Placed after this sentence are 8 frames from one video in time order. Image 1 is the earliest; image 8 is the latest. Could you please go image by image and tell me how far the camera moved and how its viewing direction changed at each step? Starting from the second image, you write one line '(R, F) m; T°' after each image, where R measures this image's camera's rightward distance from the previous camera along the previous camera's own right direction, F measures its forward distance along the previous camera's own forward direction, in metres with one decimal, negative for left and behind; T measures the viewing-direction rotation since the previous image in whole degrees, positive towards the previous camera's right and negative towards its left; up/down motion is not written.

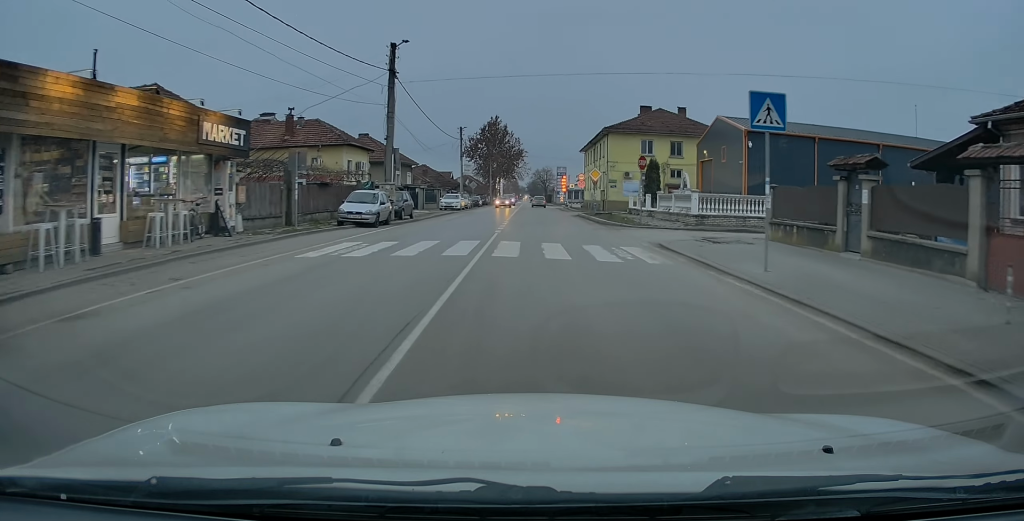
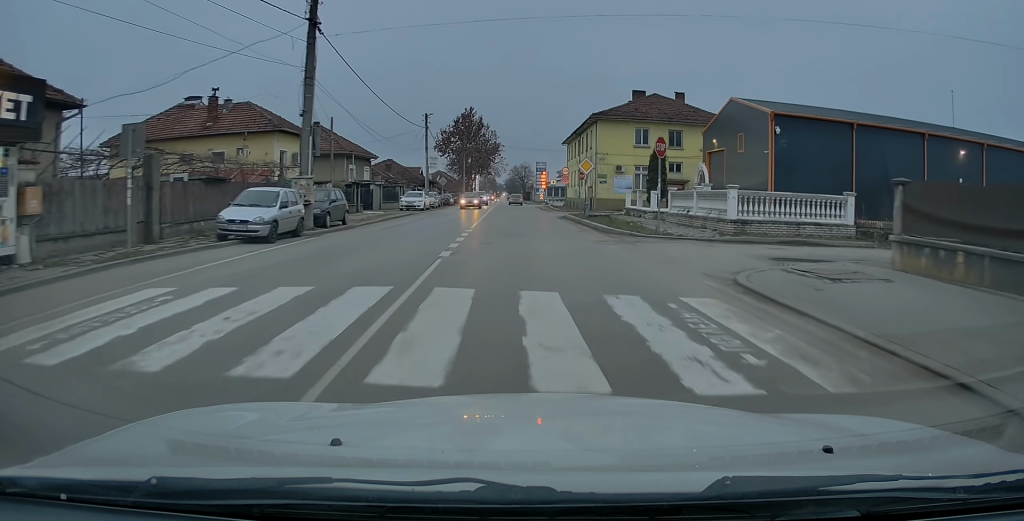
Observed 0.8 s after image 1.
(+0.2, +8.6) m; +1°
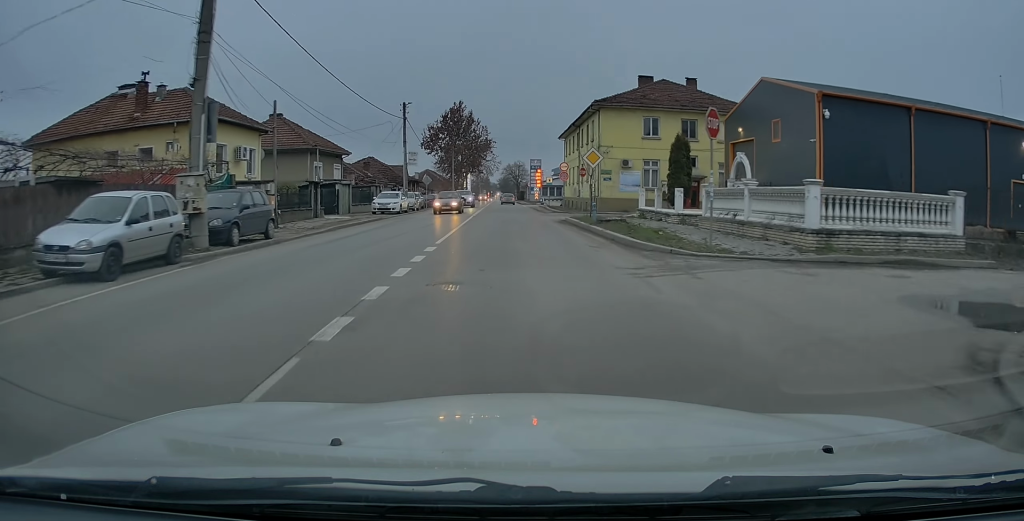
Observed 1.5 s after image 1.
(0.0, +6.8) m; 0°
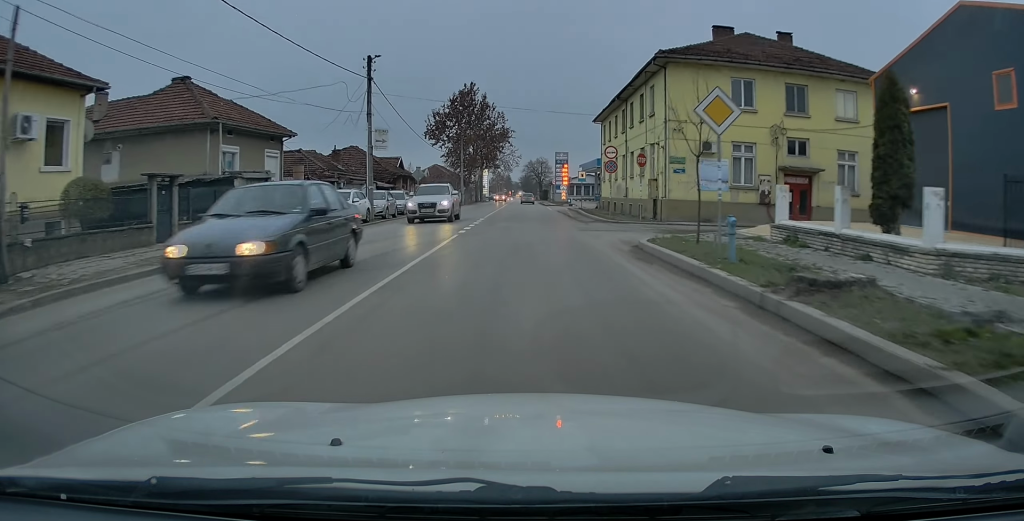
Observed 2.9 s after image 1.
(0.0, +16.2) m; 0°
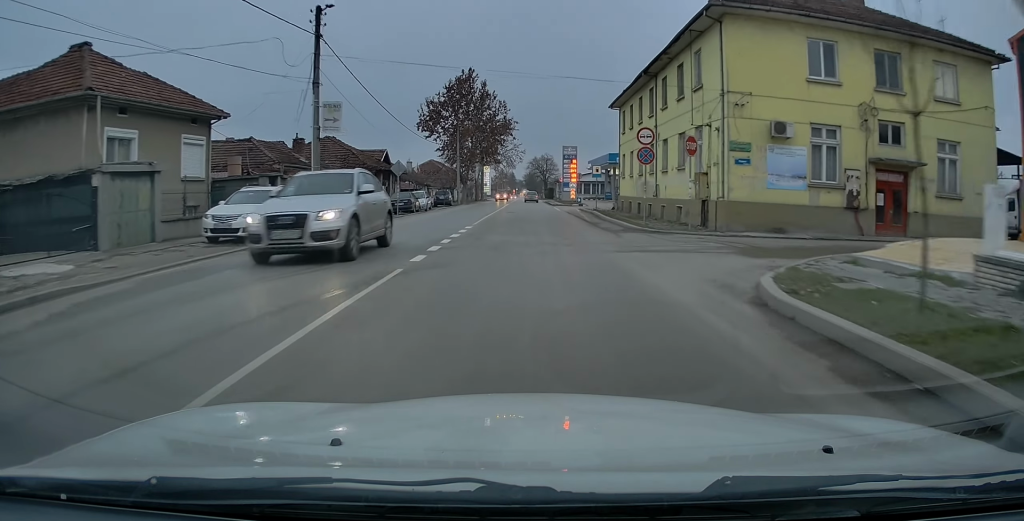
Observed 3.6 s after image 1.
(0.0, +8.4) m; -1°
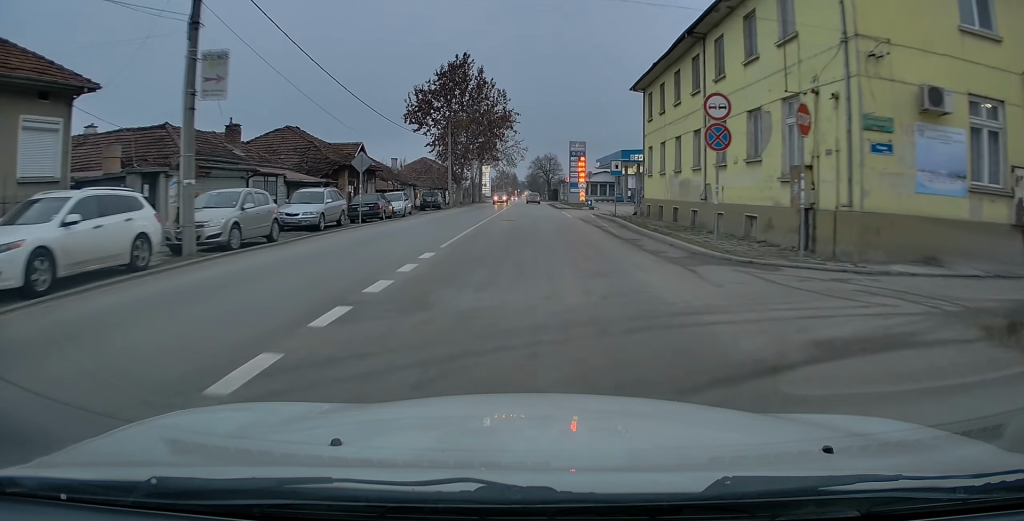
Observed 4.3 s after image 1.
(-0.1, +8.9) m; 0°
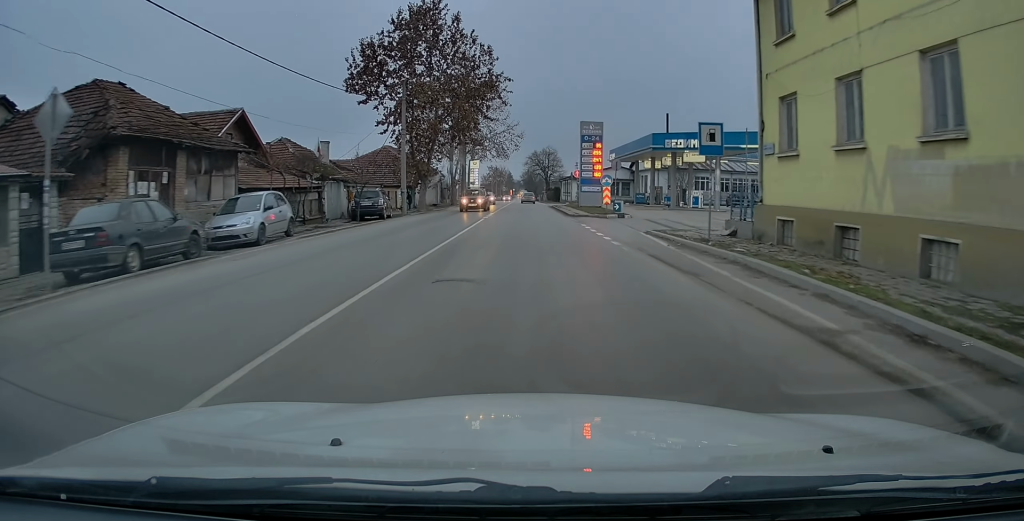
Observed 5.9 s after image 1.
(0.0, +20.0) m; 0°
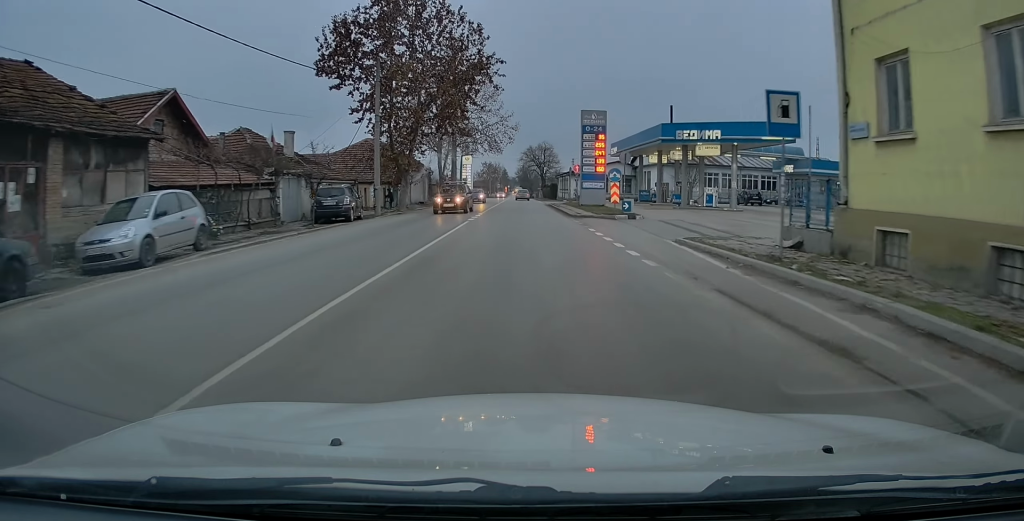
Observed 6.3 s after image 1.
(0.0, +5.5) m; 0°
